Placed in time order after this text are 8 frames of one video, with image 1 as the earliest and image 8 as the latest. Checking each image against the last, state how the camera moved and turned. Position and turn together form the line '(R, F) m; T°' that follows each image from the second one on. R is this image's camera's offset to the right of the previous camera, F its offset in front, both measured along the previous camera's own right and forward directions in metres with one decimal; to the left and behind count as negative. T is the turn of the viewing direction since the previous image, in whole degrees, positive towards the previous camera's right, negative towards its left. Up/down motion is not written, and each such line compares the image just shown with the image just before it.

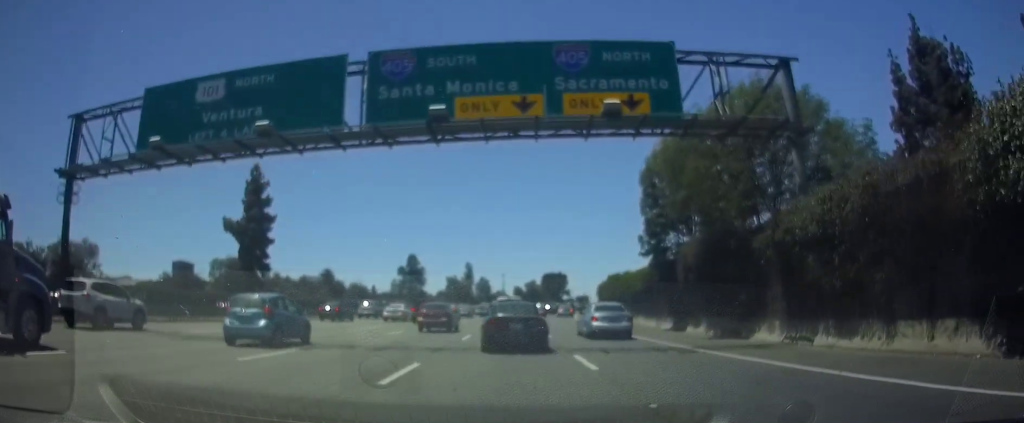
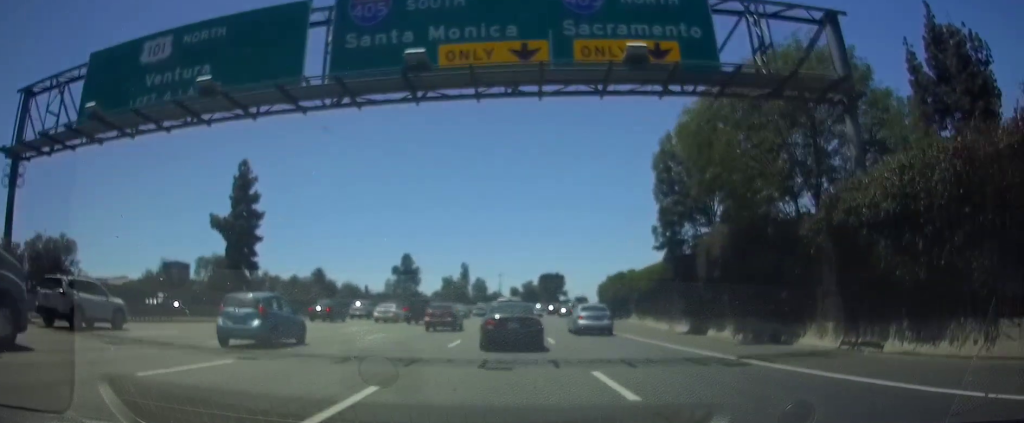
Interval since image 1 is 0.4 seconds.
(0.0, +4.2) m; 0°
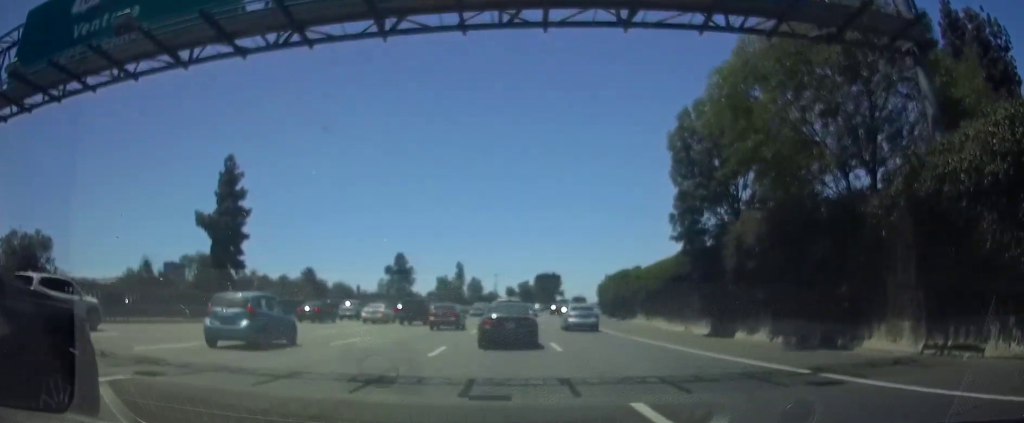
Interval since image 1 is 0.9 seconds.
(0.0, +4.3) m; 0°
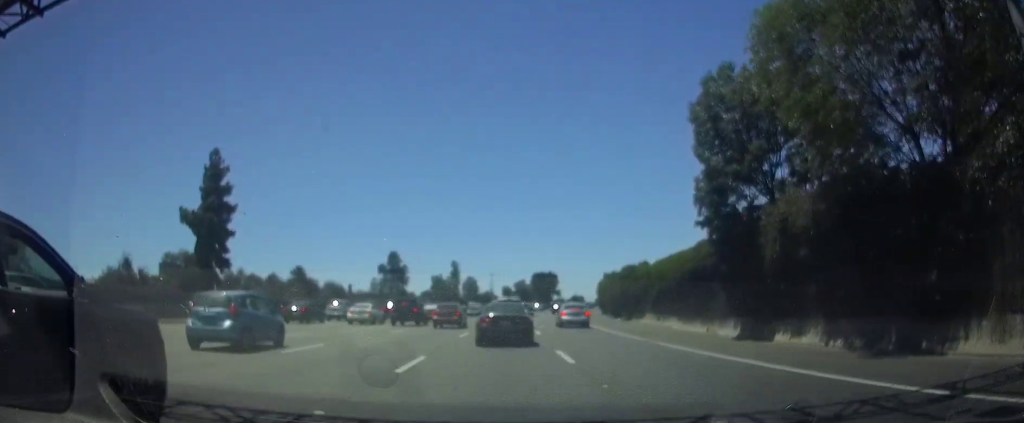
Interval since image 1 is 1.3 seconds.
(0.0, +4.3) m; 0°
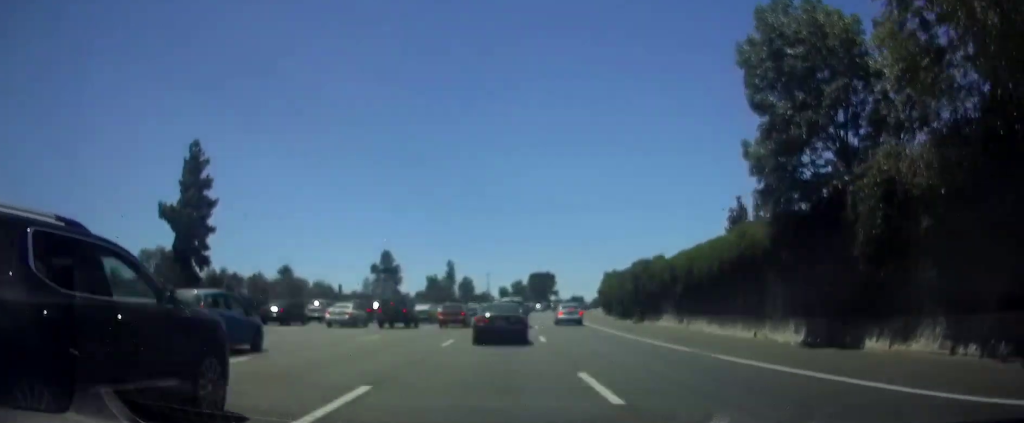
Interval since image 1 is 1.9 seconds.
(0.0, +6.2) m; 0°
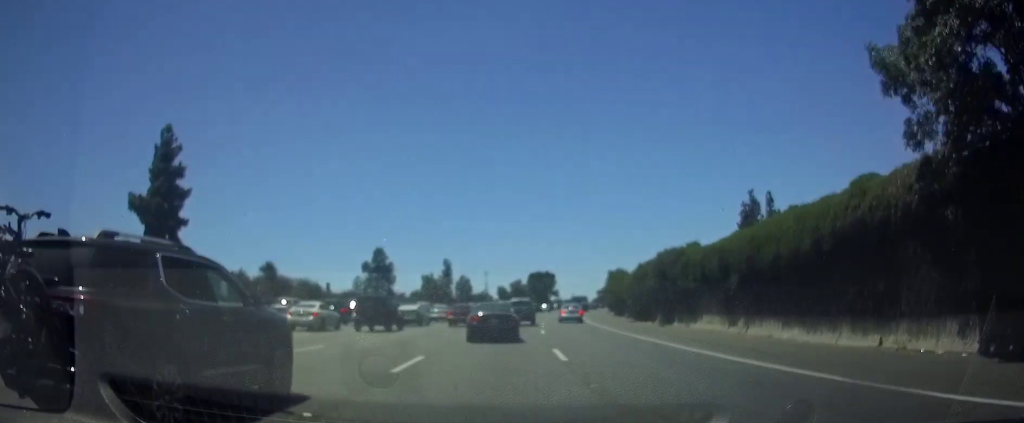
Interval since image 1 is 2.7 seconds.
(0.0, +8.8) m; 0°
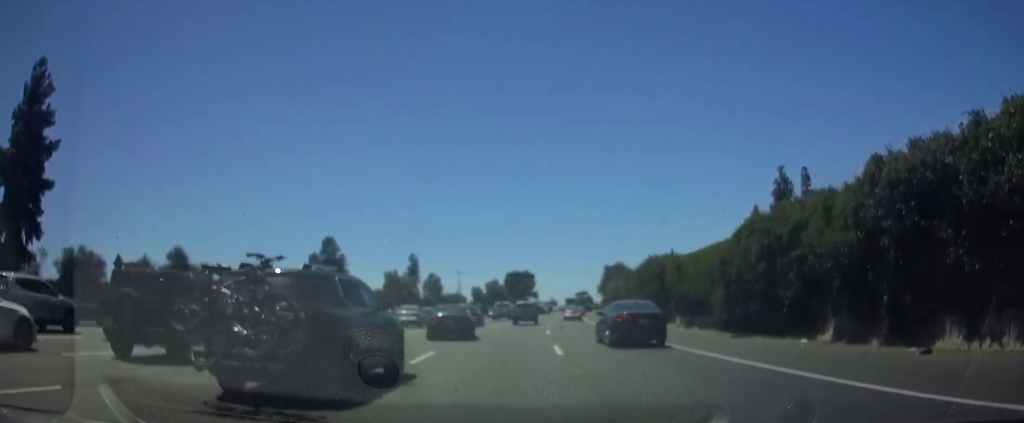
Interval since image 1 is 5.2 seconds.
(+0.3, +27.5) m; +1°
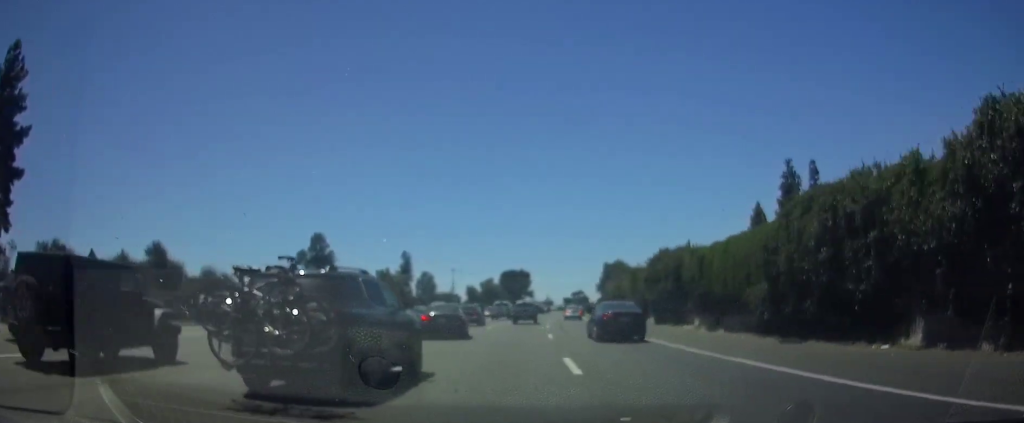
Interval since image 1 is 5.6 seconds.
(0.0, +5.0) m; 0°
